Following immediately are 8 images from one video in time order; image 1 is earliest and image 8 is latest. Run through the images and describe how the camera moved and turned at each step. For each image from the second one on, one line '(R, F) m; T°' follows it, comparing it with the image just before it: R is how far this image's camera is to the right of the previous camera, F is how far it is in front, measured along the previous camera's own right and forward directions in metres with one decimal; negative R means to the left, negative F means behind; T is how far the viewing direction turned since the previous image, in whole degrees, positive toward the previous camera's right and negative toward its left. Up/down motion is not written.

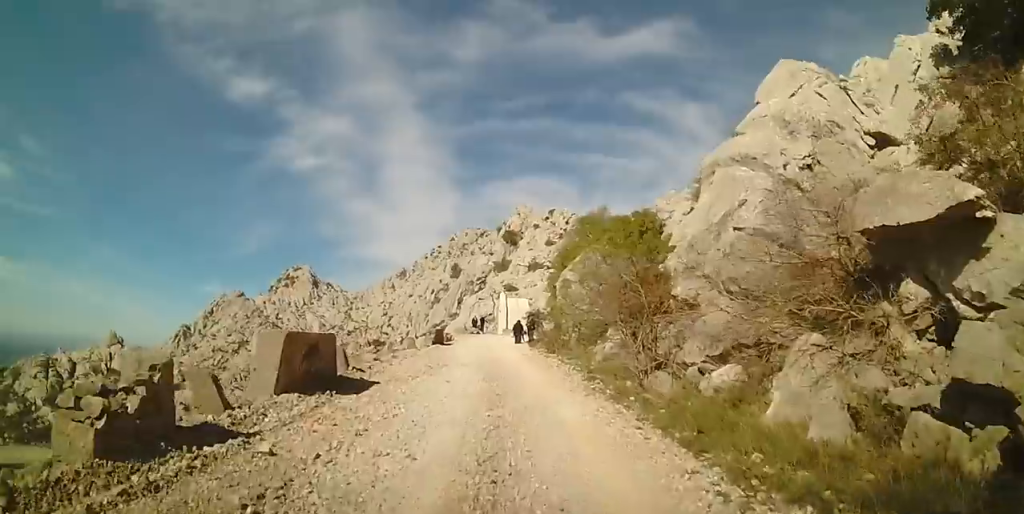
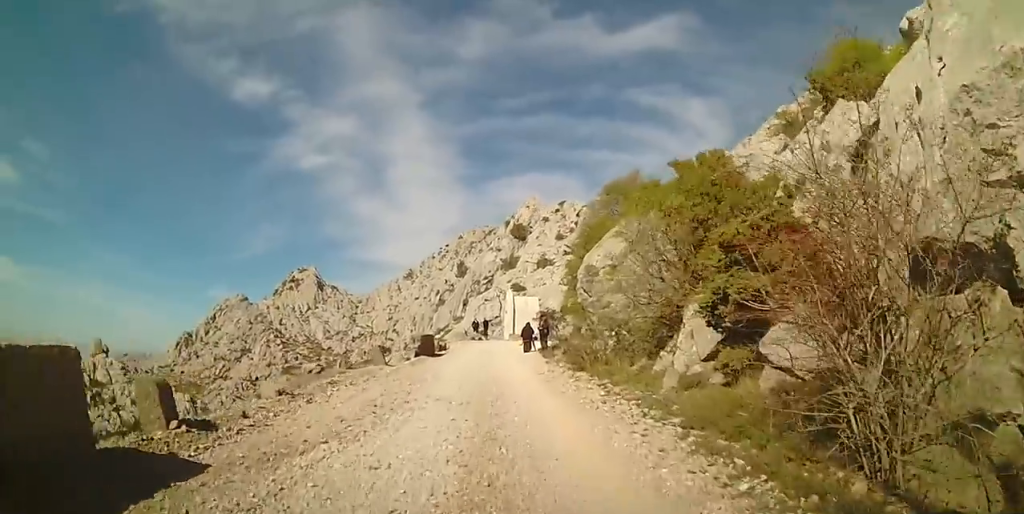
(-0.3, +6.8) m; -3°
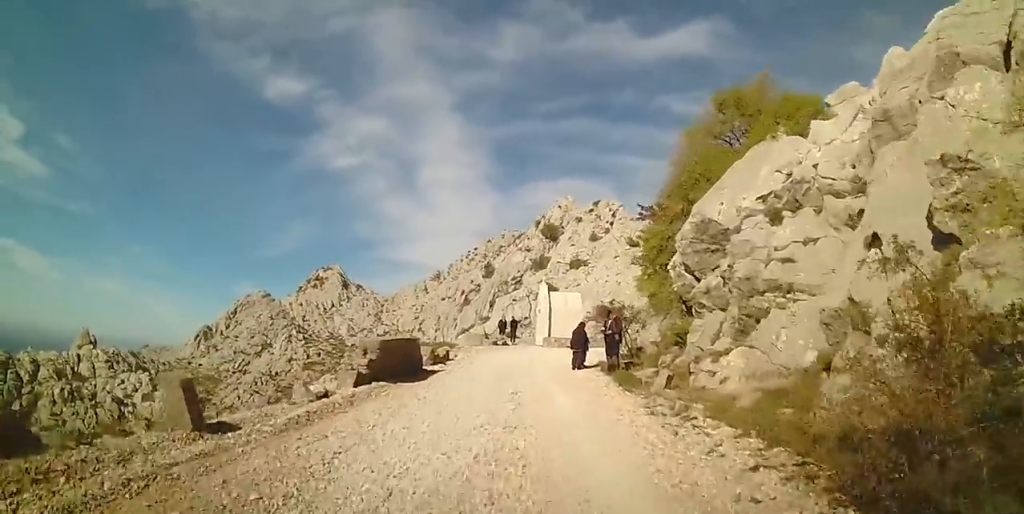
(-0.1, +11.9) m; -4°
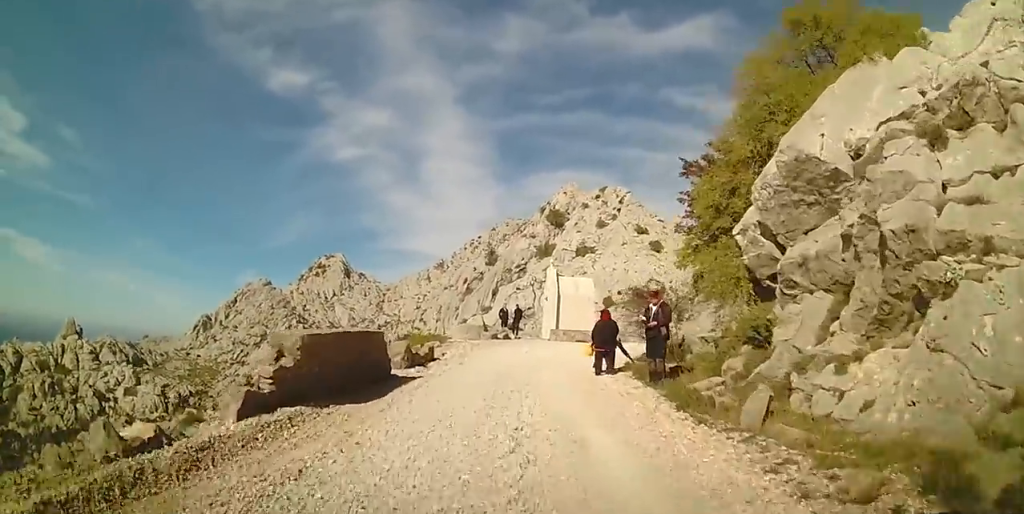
(-0.2, +4.5) m; -3°
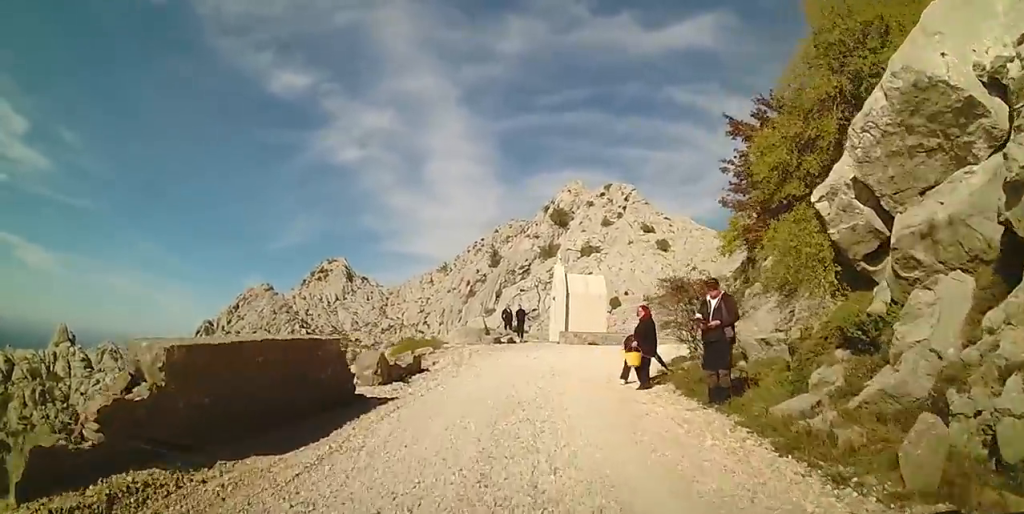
(-0.2, +3.2) m; -1°
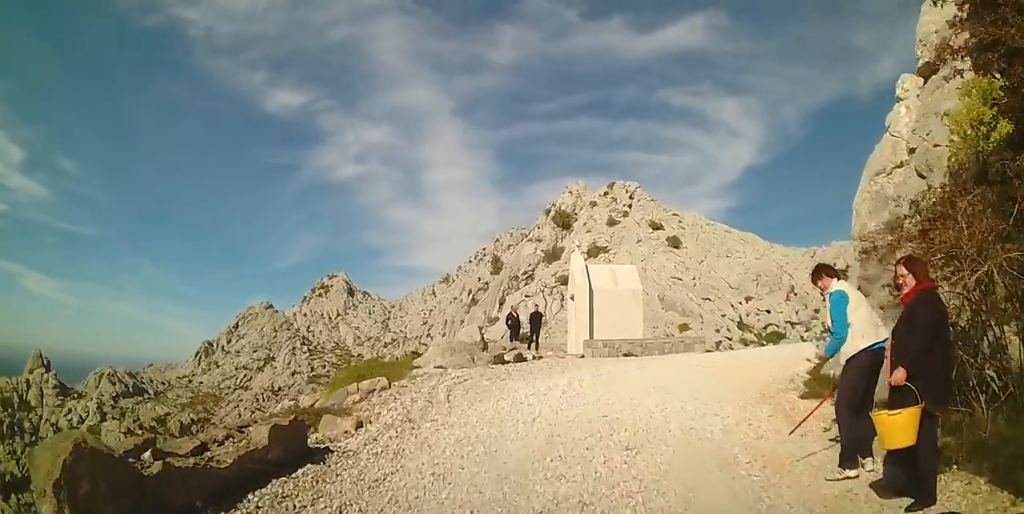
(+0.4, +7.6) m; +7°
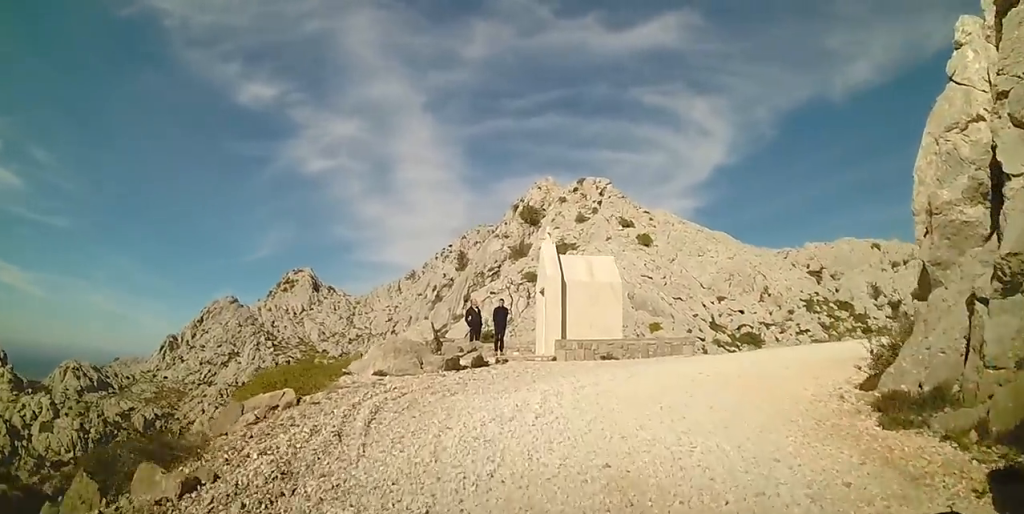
(0.0, +2.8) m; +6°
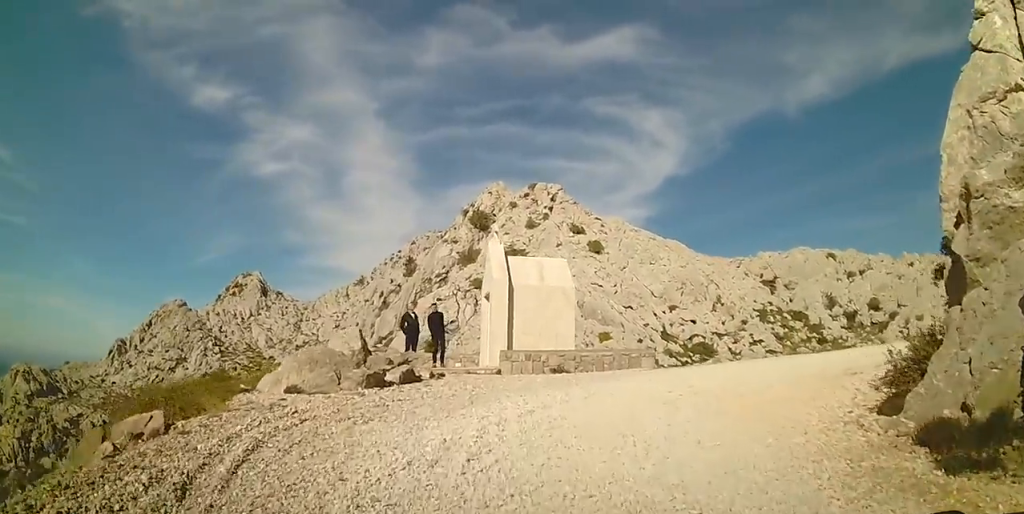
(+0.1, +1.8) m; +6°
